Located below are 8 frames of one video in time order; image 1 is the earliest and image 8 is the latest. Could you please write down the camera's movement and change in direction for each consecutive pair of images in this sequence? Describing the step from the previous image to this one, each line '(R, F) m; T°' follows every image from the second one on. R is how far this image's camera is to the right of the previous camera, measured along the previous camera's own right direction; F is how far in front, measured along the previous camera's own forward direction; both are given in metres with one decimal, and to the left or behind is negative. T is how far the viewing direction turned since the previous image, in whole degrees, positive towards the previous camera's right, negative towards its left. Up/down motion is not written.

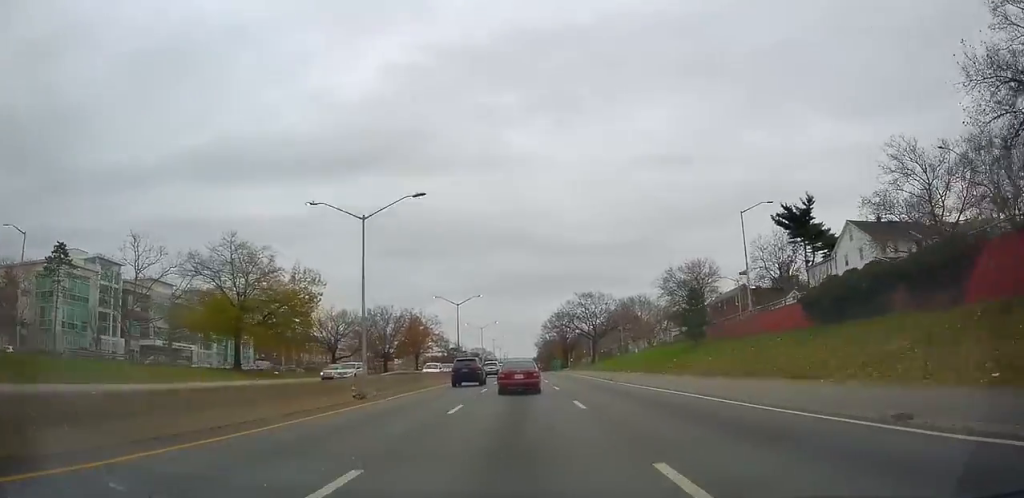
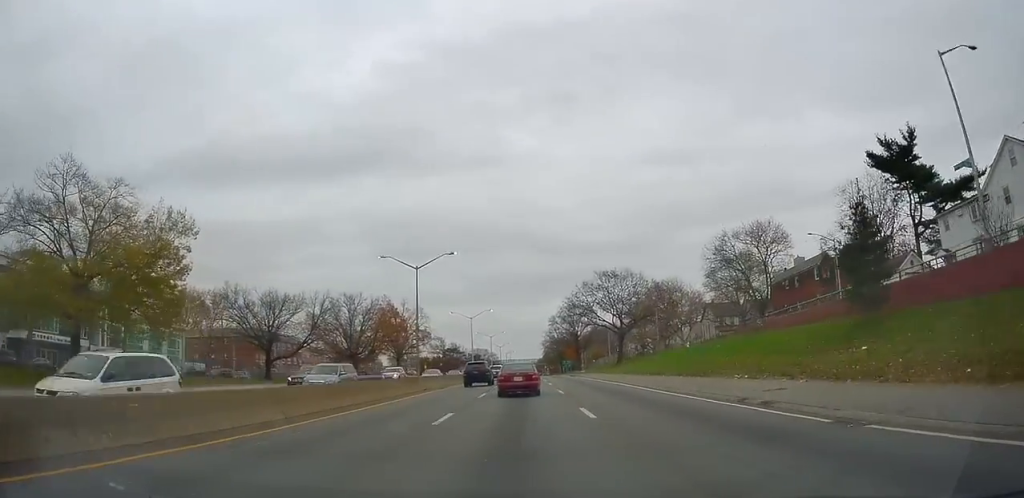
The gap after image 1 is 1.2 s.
(0.0, +26.8) m; 0°
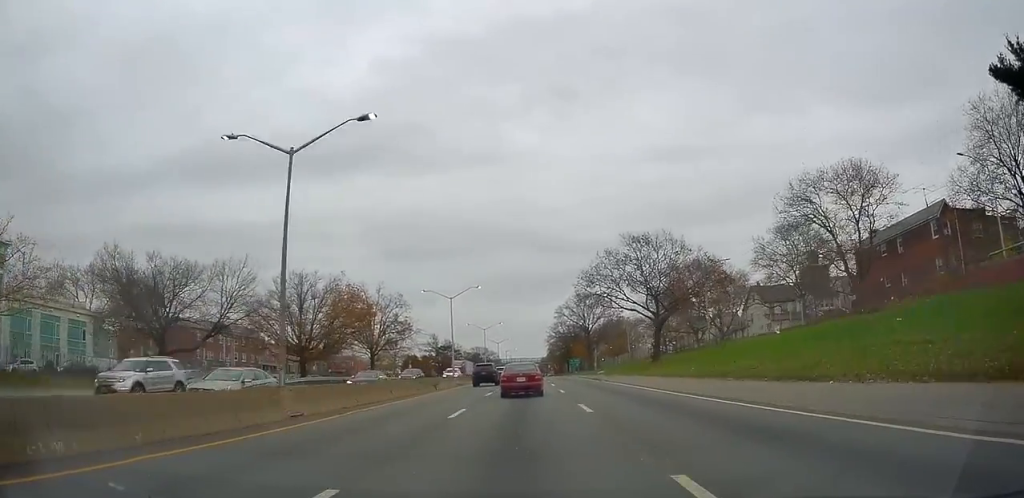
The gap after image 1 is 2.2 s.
(-0.1, +23.0) m; -1°
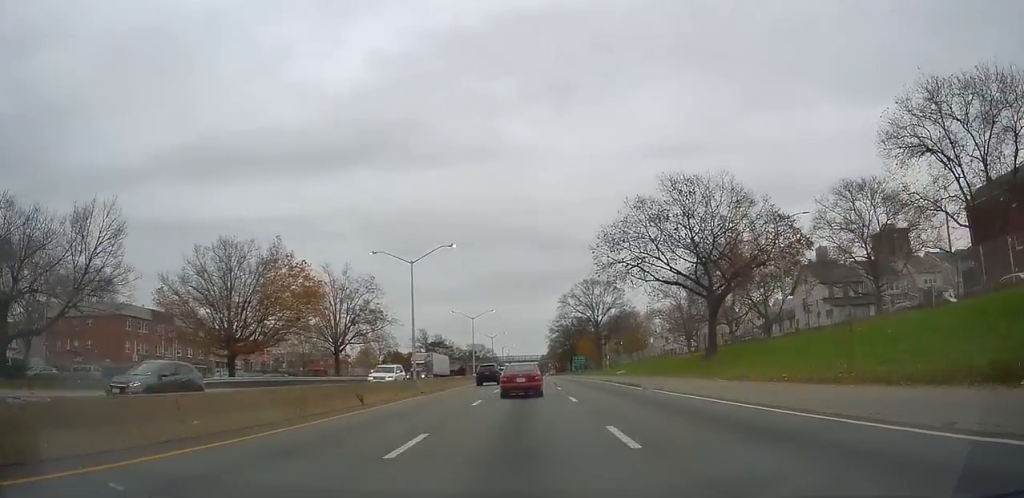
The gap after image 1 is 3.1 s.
(-0.2, +19.1) m; -1°
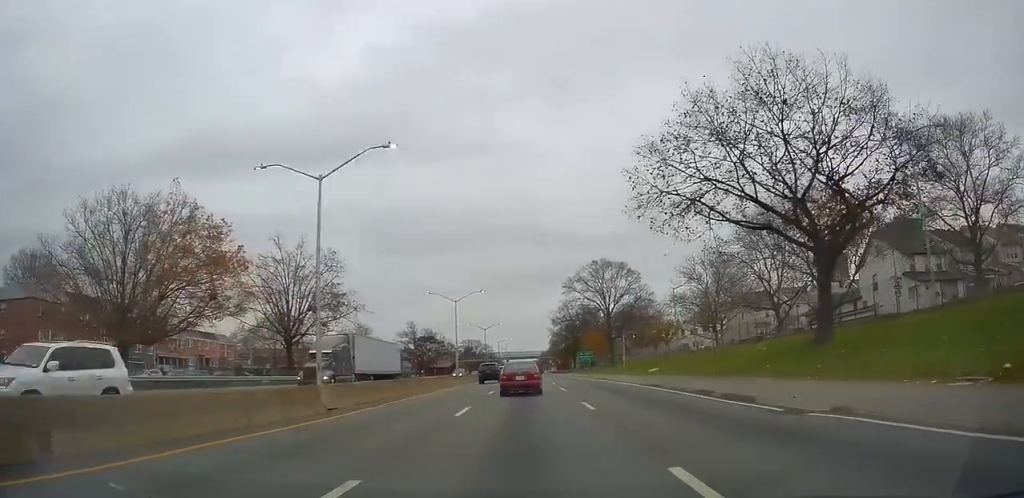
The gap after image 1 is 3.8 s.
(0.0, +17.4) m; 0°
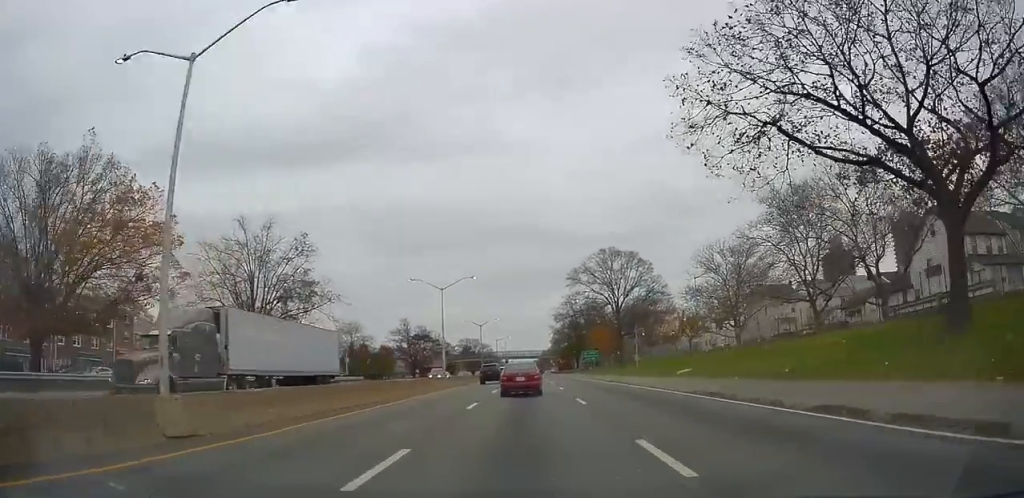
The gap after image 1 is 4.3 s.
(0.0, +9.5) m; 0°
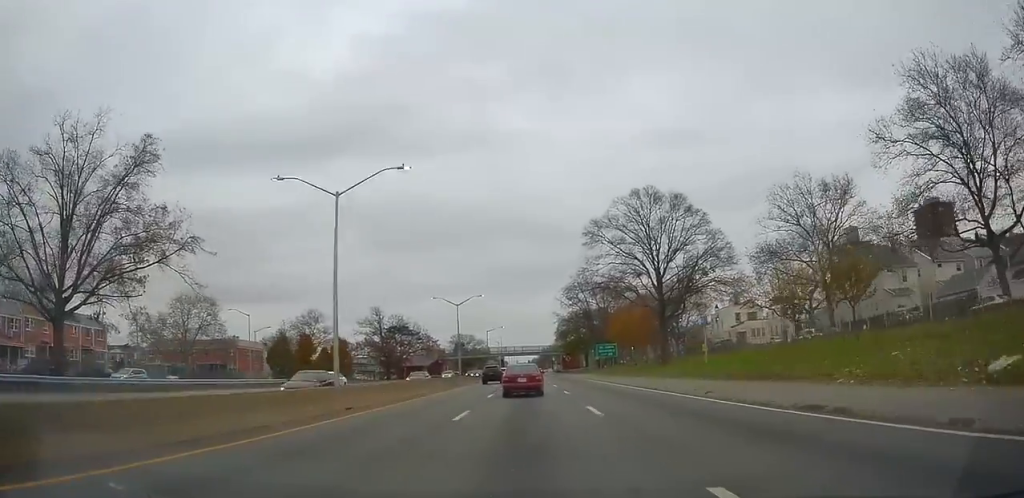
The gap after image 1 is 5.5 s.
(0.0, +27.8) m; 0°
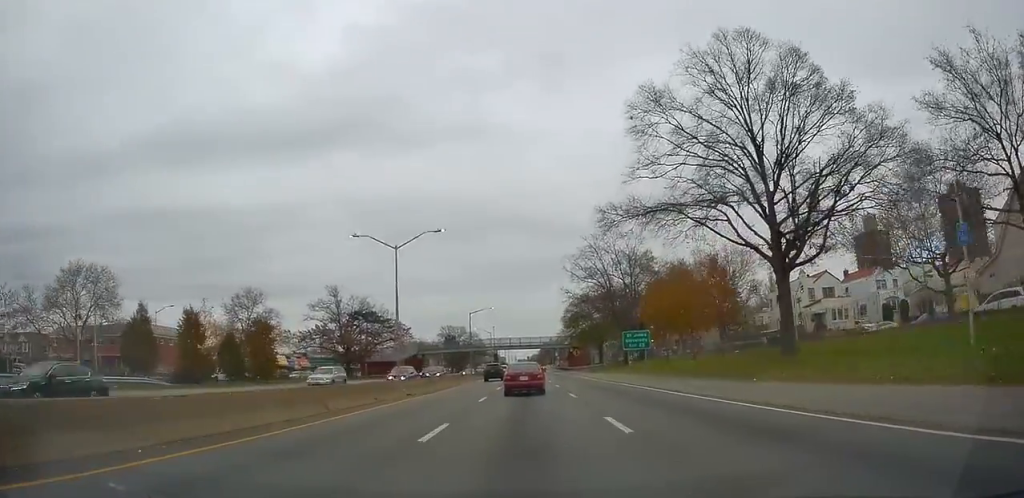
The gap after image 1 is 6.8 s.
(0.0, +27.9) m; 0°
